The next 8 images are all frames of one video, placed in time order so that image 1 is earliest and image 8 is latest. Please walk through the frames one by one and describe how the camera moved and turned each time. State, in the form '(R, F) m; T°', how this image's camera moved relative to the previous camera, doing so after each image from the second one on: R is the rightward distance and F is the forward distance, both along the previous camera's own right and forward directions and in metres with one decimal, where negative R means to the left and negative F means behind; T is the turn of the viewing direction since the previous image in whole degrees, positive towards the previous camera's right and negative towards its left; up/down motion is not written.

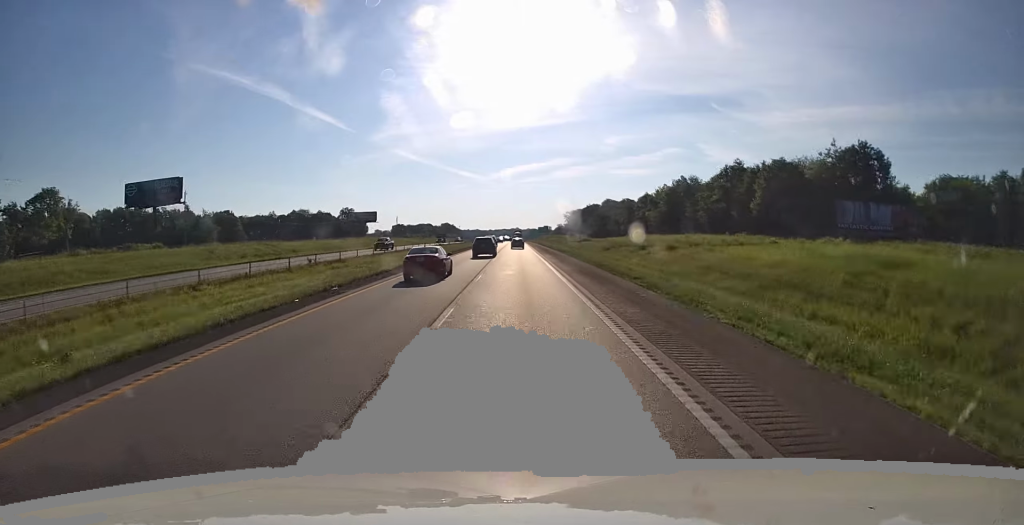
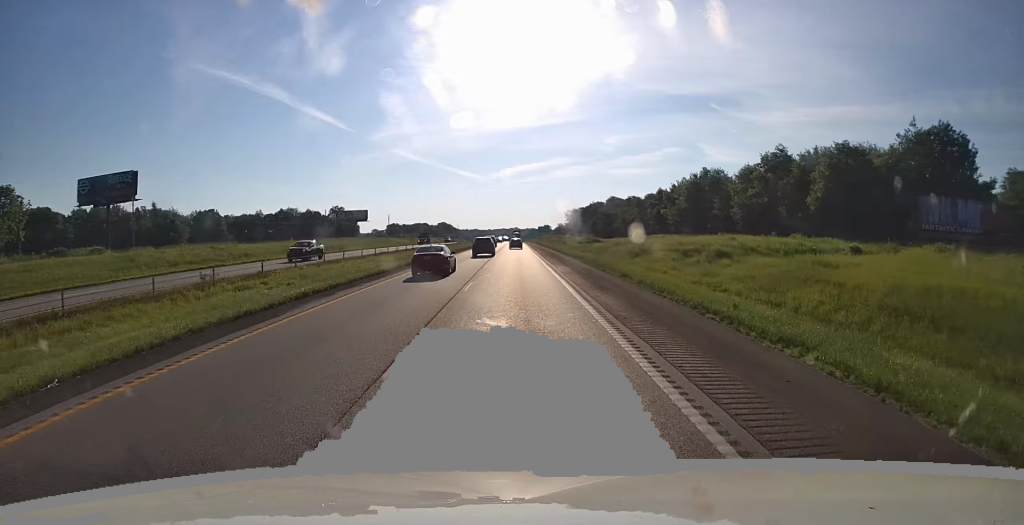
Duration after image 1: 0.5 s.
(0.0, +16.2) m; 0°
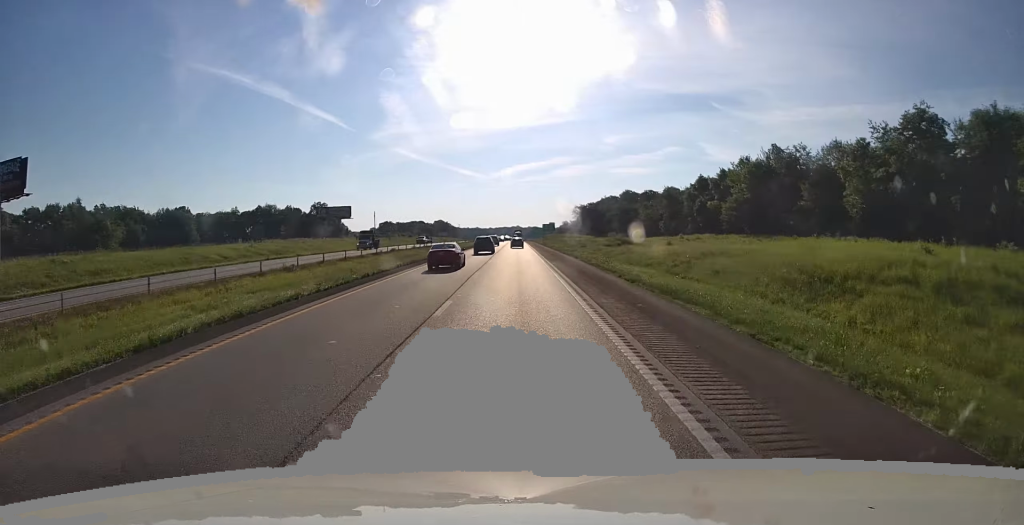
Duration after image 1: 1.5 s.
(-0.1, +30.4) m; 0°
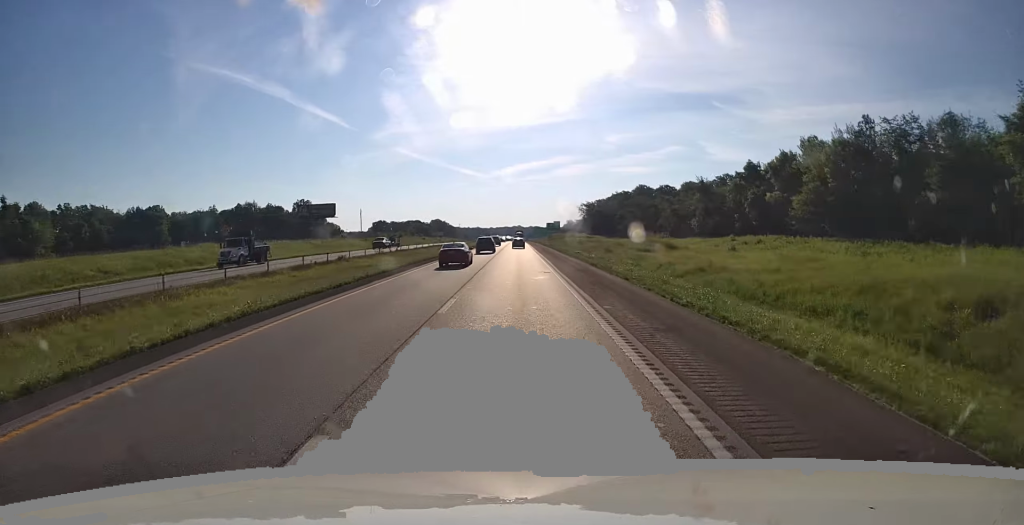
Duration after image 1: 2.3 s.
(+0.4, +23.3) m; 0°
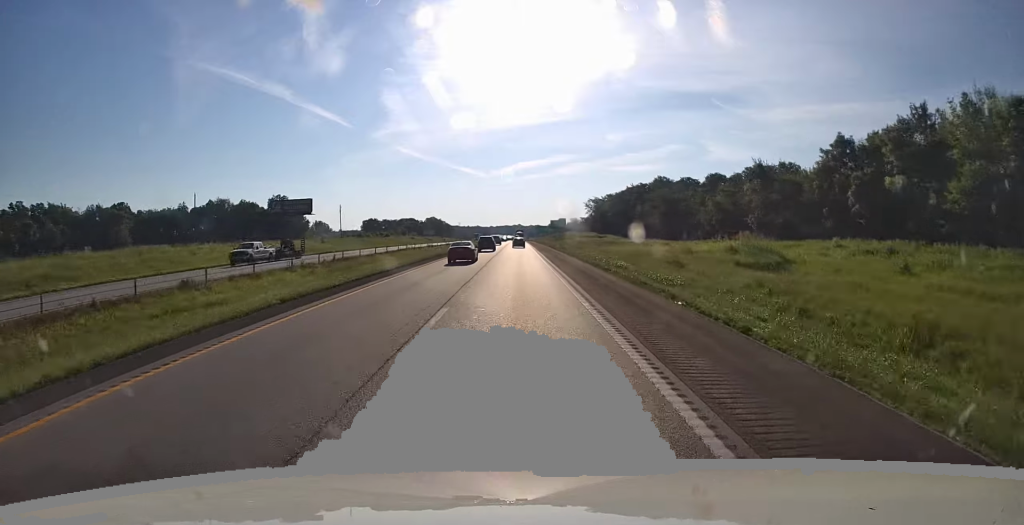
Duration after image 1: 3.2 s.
(-0.5, +26.4) m; -1°
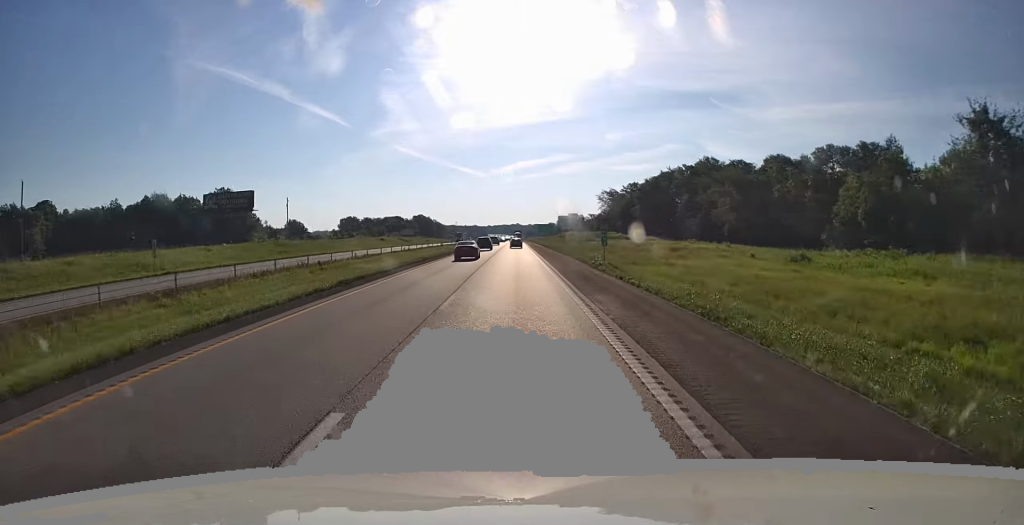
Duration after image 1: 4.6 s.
(+0.1, +44.7) m; 0°
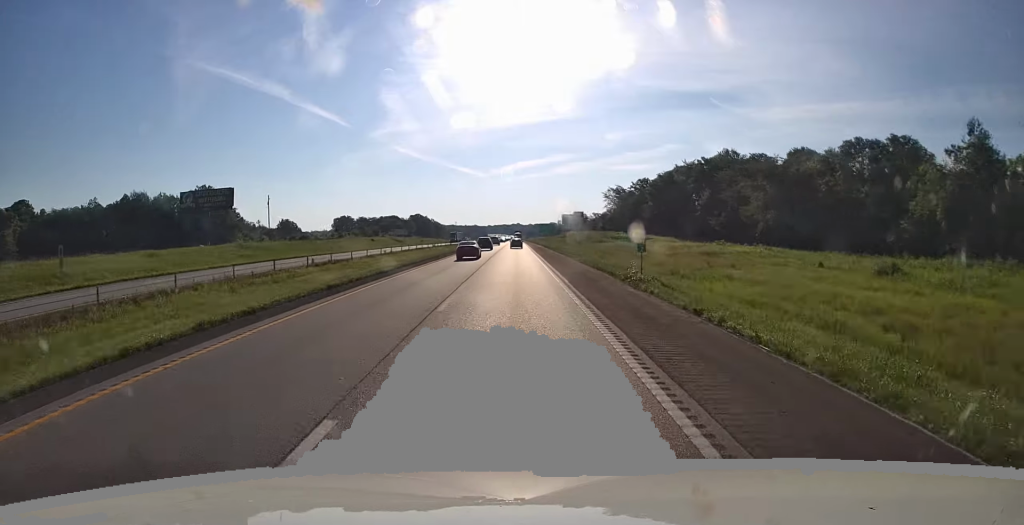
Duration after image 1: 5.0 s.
(0.0, +12.2) m; 0°
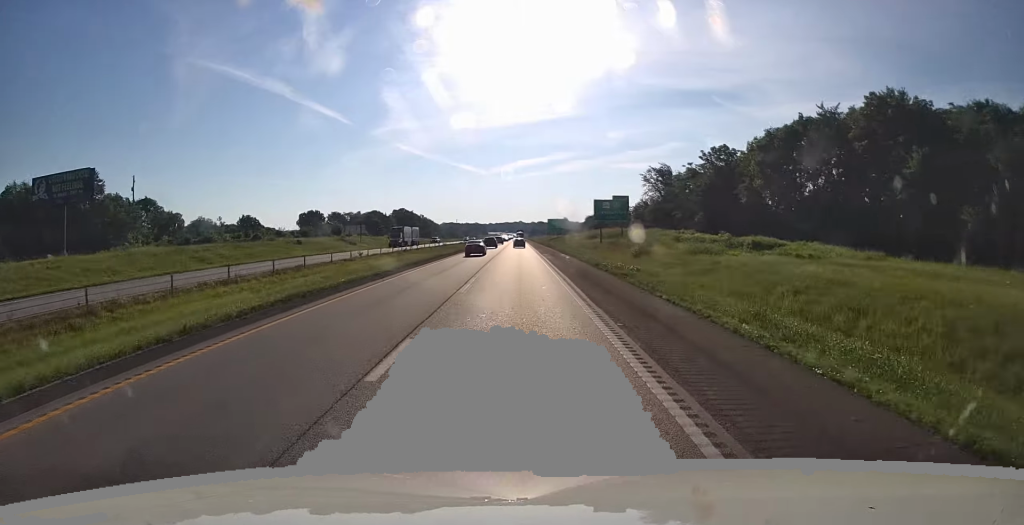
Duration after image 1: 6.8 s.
(-0.3, +55.4) m; 0°
